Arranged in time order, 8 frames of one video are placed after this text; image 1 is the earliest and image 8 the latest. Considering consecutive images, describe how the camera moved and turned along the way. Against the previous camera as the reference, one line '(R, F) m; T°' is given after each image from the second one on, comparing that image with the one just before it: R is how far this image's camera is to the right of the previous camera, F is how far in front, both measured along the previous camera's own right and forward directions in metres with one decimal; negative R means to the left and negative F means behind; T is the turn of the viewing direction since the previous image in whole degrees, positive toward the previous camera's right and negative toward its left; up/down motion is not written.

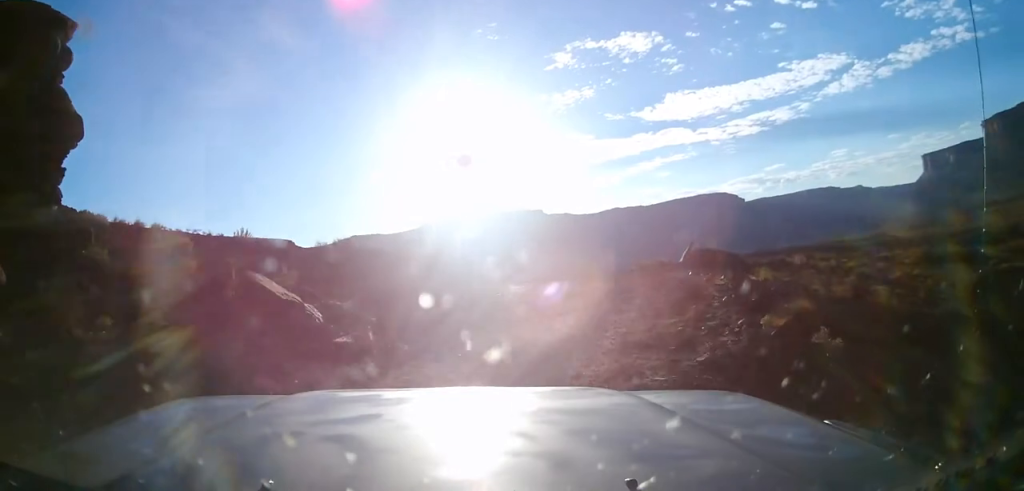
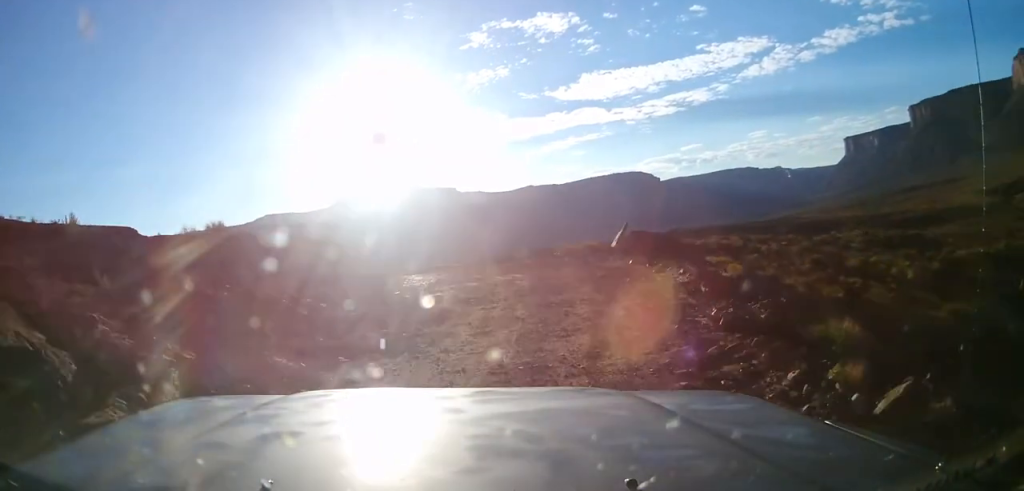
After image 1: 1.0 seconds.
(+0.4, +4.5) m; +8°
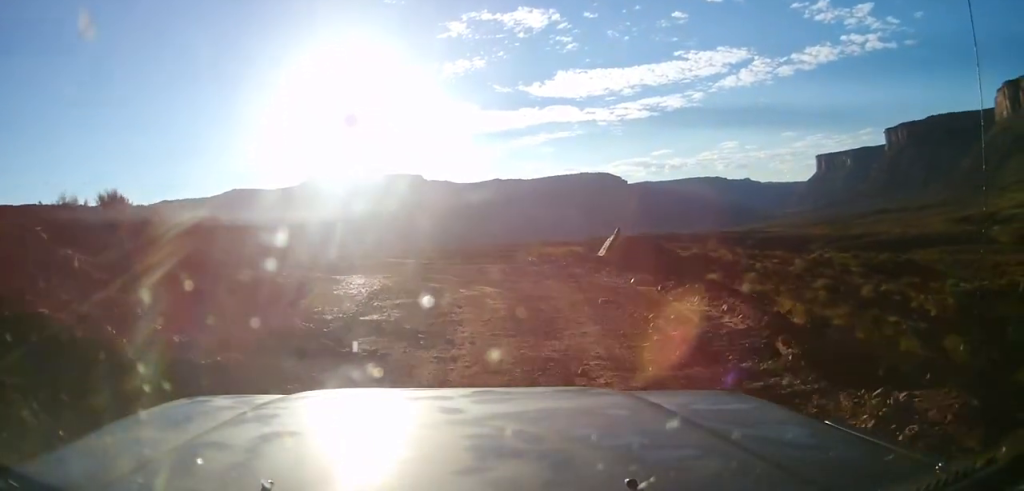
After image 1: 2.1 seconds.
(+0.3, +5.2) m; +6°
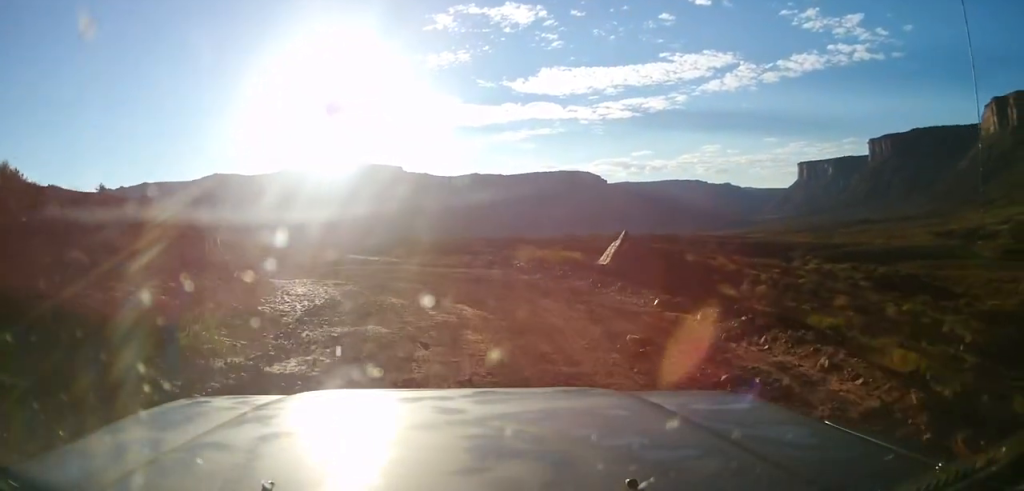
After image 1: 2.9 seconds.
(+0.2, +4.2) m; +3°
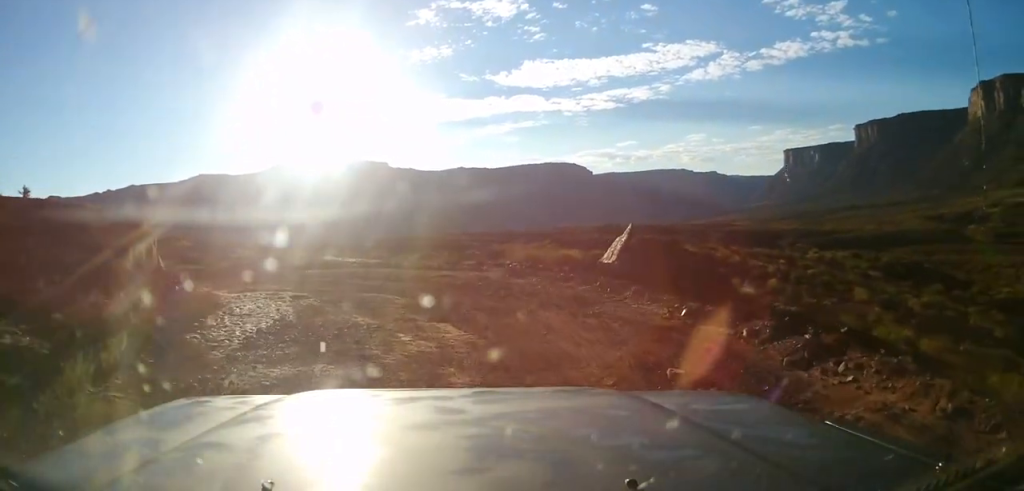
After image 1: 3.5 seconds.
(0.0, +2.6) m; +1°
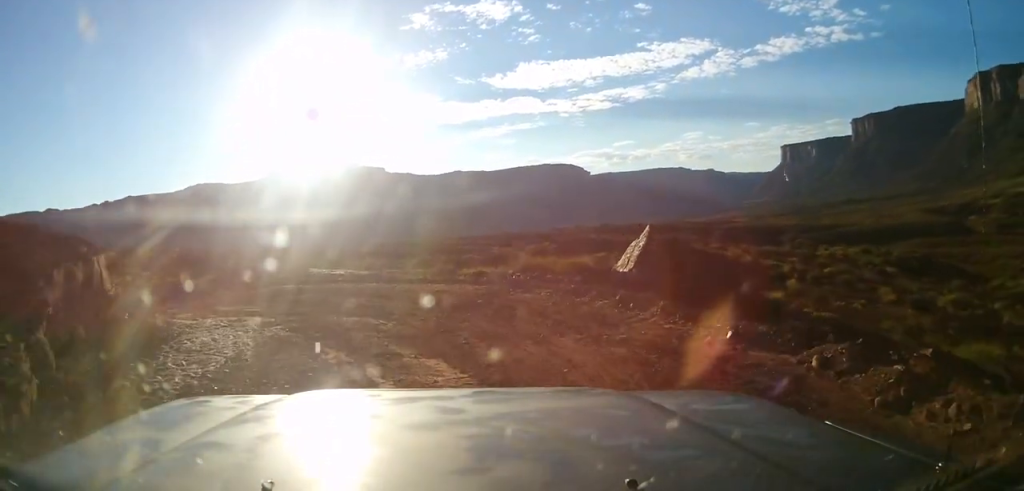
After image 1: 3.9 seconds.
(0.0, +2.1) m; -1°
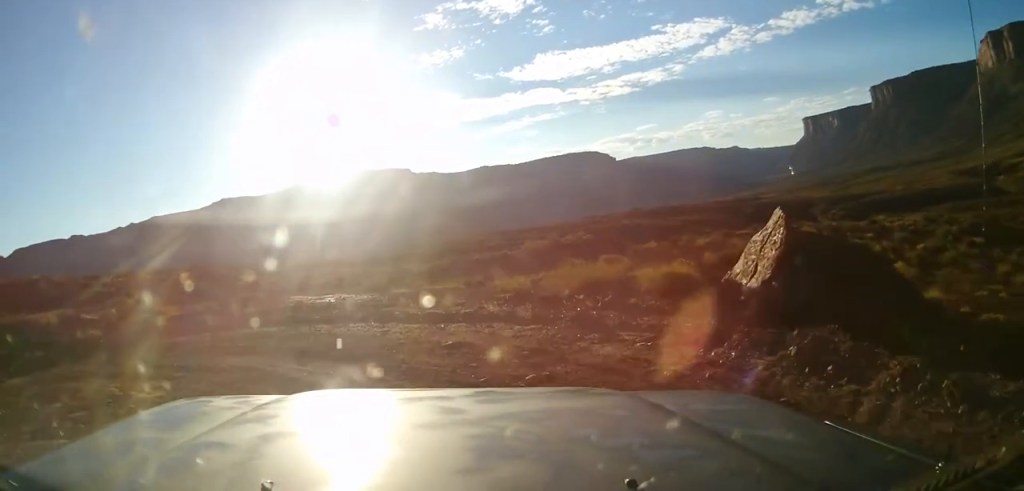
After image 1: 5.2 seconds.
(-0.3, +5.9) m; -8°
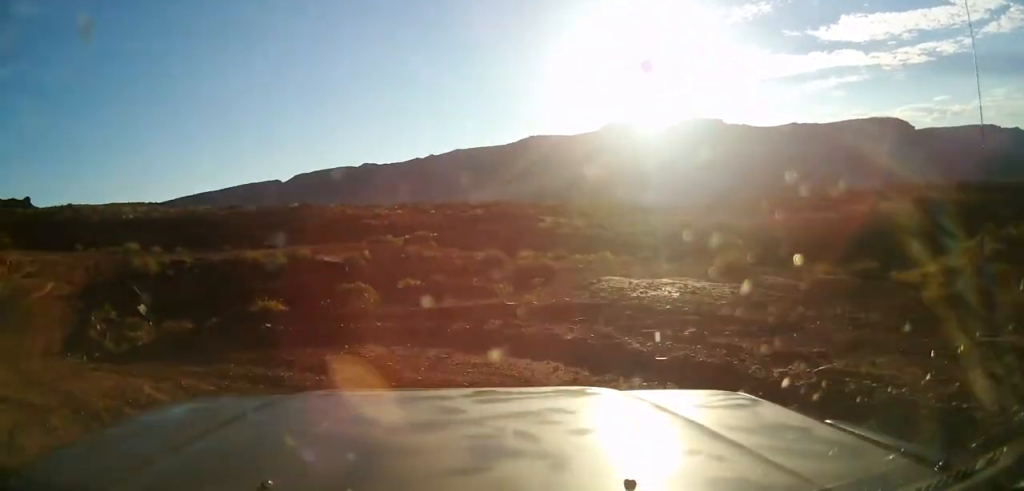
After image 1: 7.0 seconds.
(-0.8, +7.2) m; -20°
